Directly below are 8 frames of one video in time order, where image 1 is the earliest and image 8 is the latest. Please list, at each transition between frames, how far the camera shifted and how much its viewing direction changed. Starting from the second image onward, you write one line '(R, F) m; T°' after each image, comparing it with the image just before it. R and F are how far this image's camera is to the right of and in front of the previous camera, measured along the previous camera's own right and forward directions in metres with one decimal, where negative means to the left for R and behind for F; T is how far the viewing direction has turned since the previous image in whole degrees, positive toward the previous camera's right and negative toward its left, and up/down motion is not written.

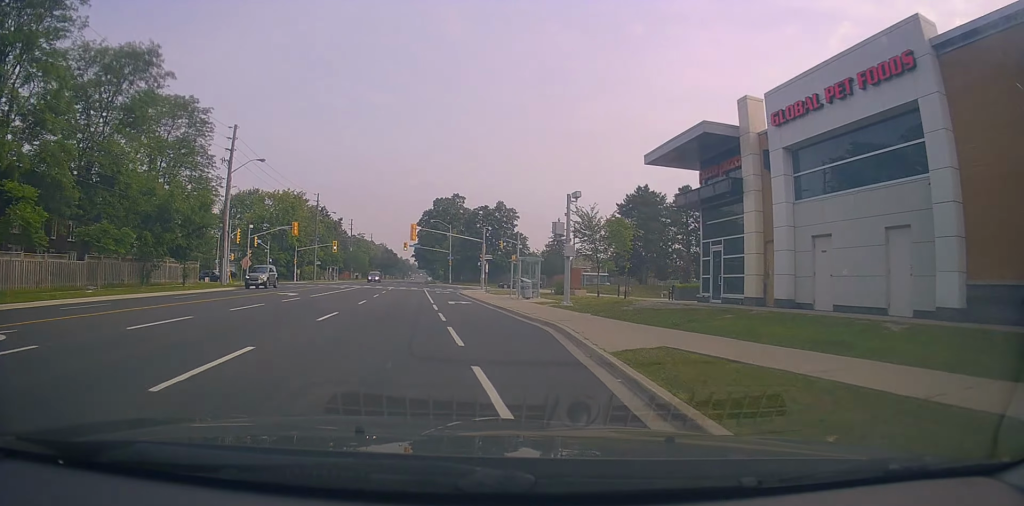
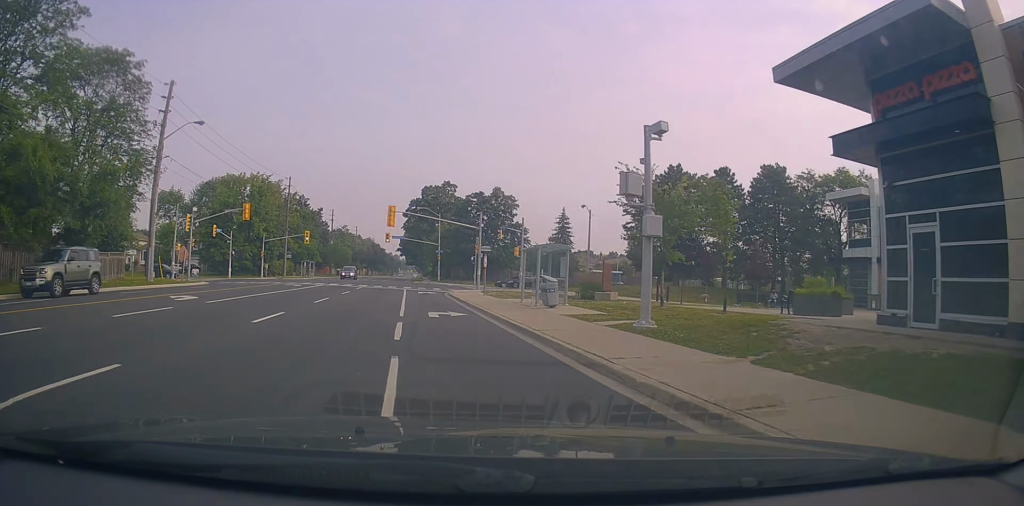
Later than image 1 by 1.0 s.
(-0.1, +12.2) m; +1°
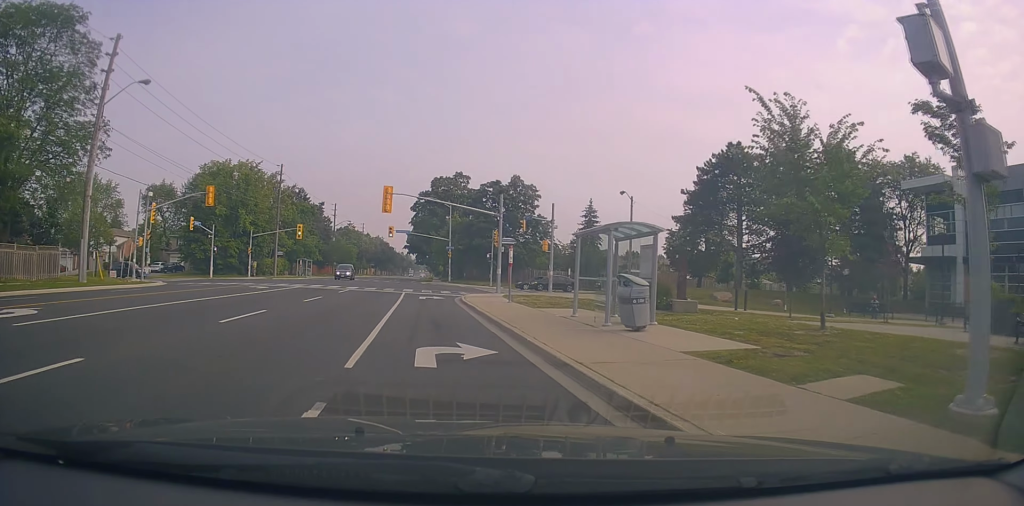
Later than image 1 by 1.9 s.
(+0.2, +9.9) m; -2°
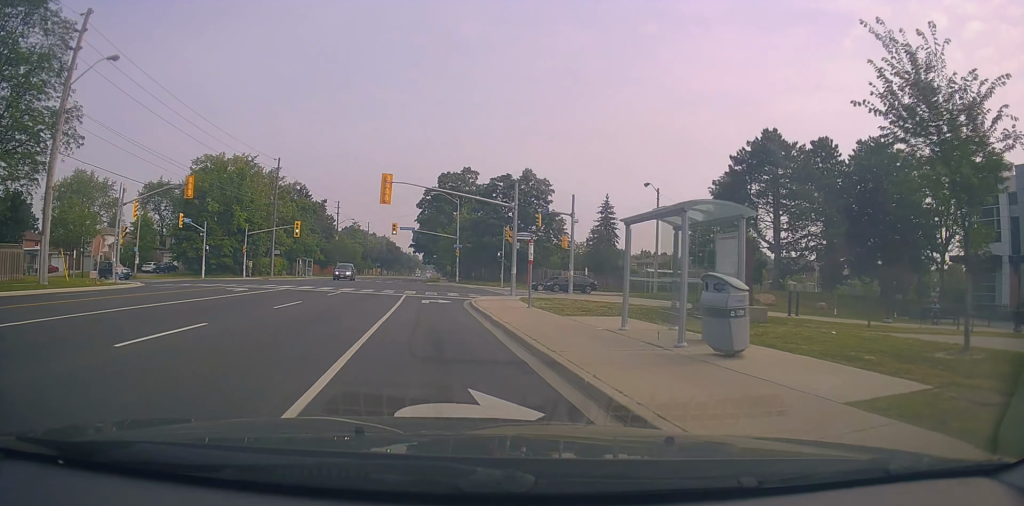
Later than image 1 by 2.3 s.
(+0.2, +4.5) m; -1°
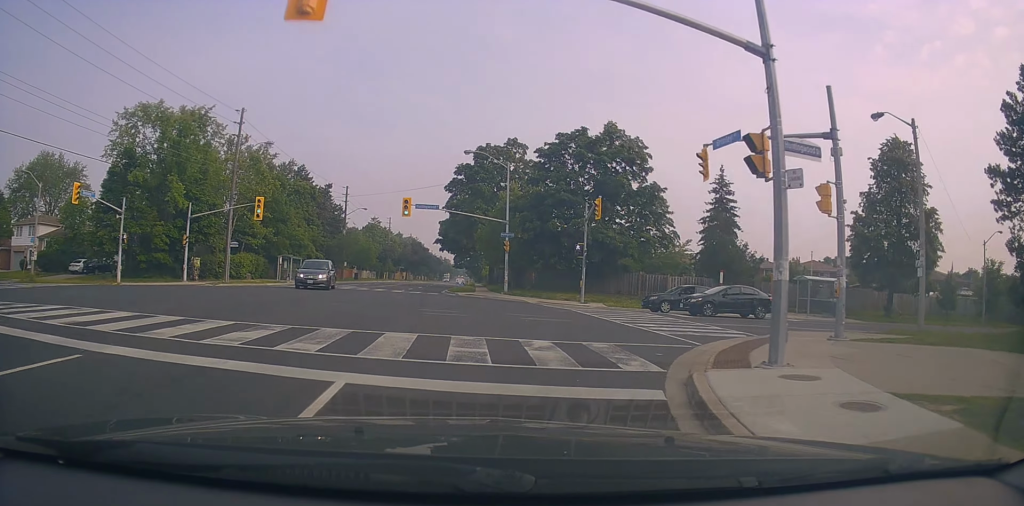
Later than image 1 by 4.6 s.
(-0.9, +23.6) m; +3°
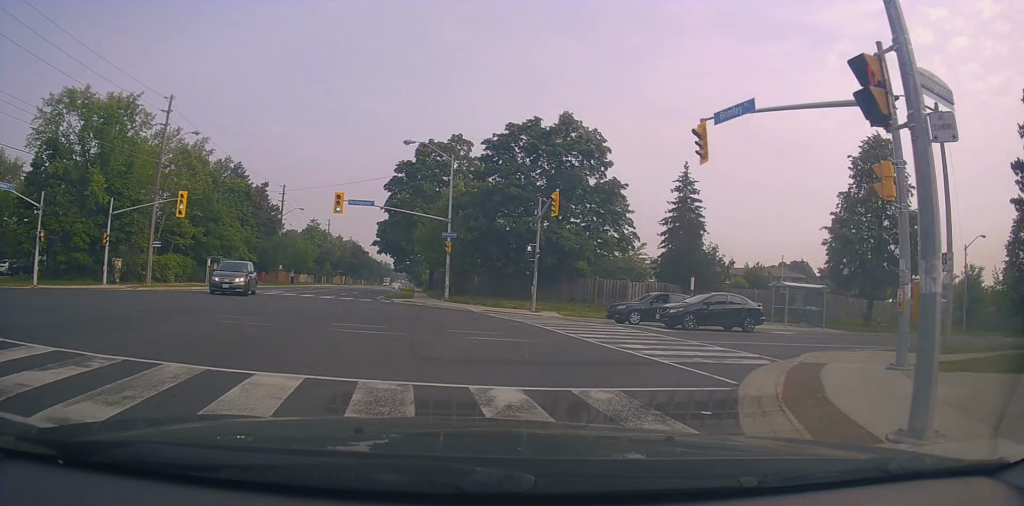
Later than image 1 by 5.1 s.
(-0.1, +4.6) m; +3°
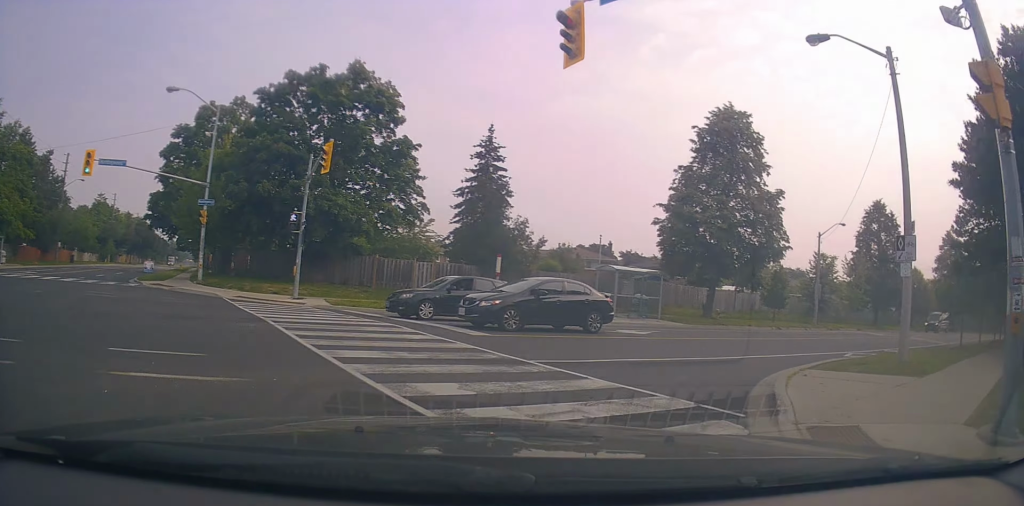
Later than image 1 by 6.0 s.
(+0.5, +6.8) m; +16°
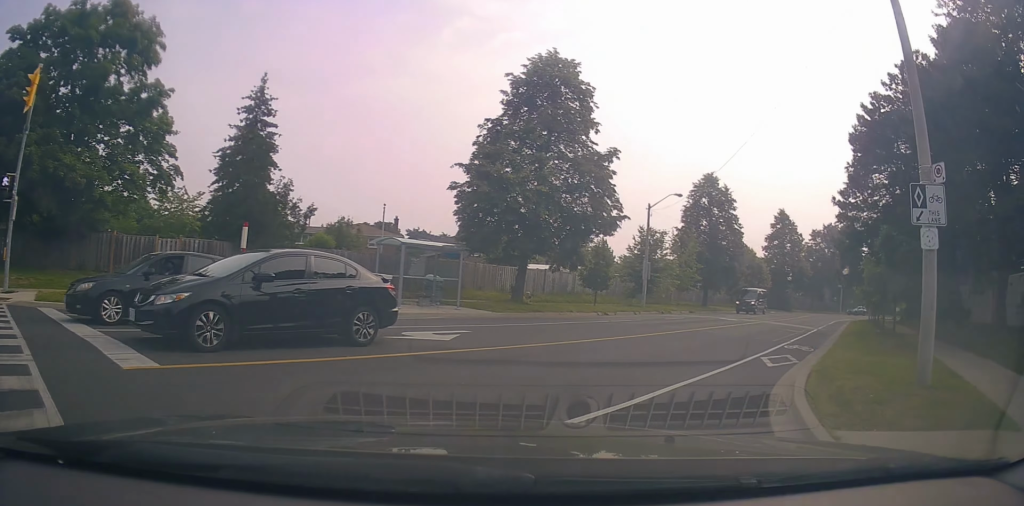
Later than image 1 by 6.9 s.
(+1.4, +6.3) m; +24°
